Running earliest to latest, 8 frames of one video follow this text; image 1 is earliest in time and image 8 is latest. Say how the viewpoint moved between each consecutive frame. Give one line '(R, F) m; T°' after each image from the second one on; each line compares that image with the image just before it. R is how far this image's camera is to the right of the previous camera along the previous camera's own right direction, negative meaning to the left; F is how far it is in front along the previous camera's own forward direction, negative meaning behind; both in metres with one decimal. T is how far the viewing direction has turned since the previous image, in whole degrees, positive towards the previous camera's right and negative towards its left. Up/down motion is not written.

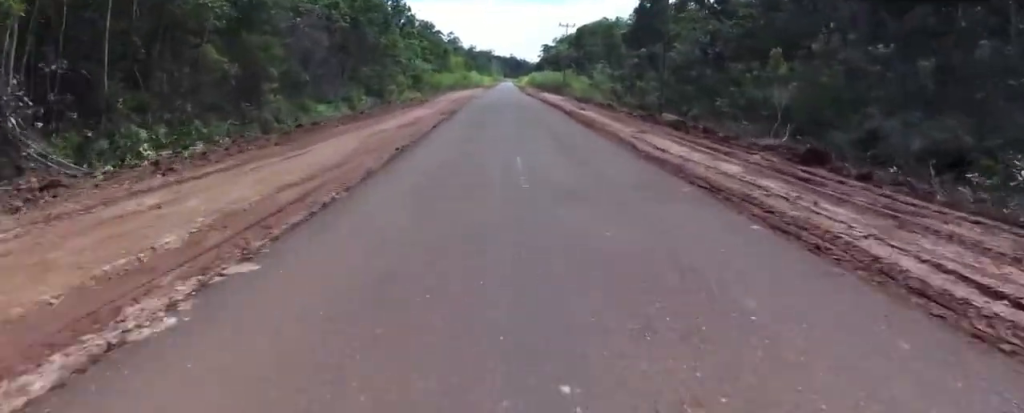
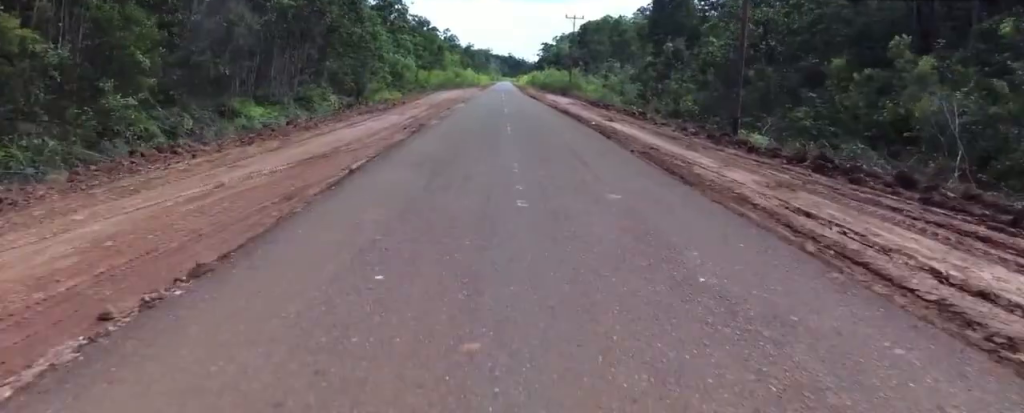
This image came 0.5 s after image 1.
(+0.1, +9.7) m; -2°
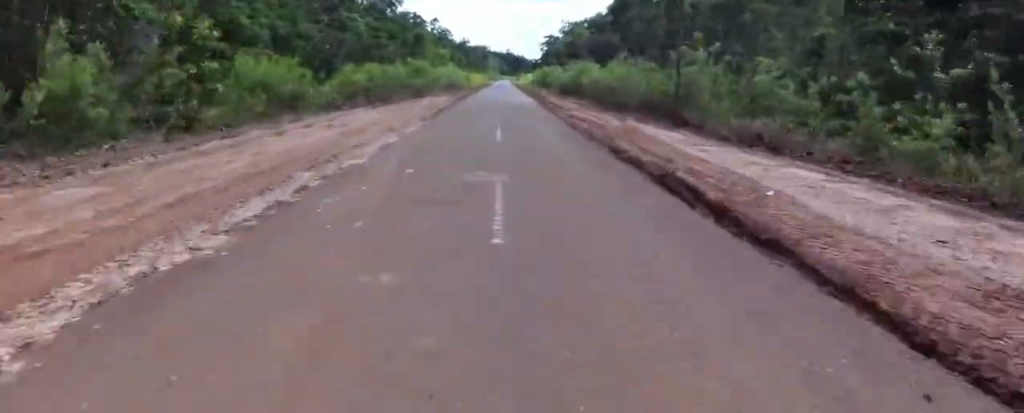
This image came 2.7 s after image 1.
(-2.5, +40.7) m; -2°
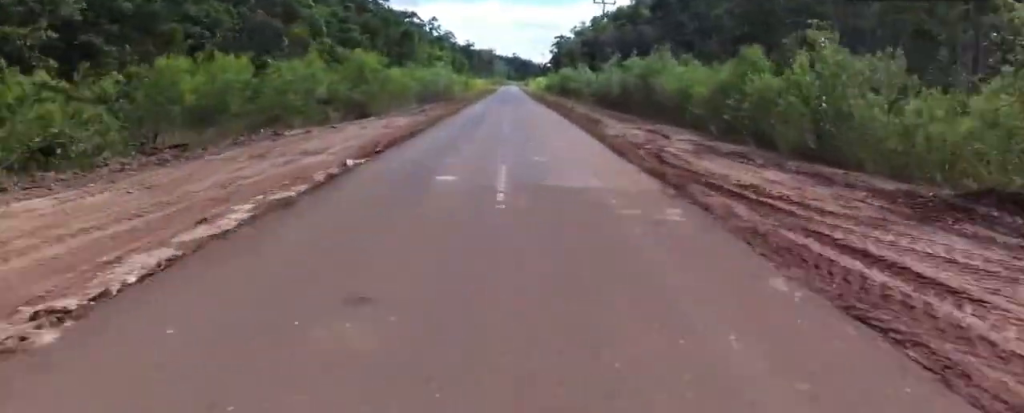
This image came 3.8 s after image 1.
(+0.7, +23.4) m; +2°
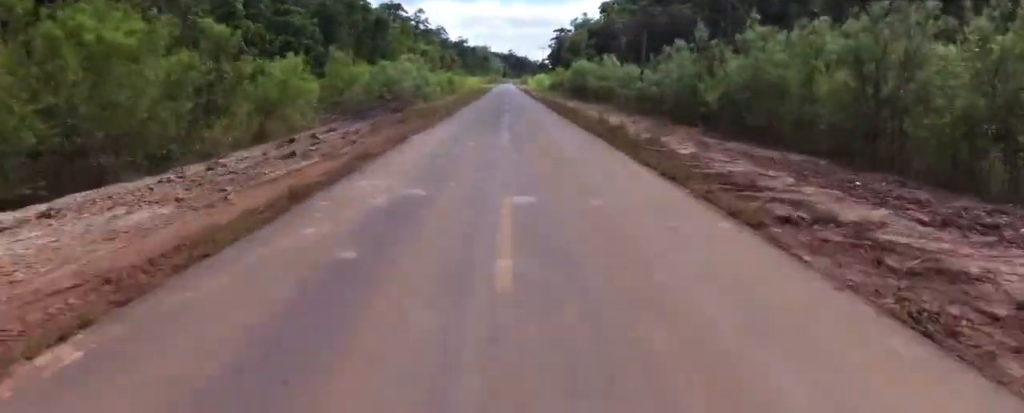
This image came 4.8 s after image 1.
(+0.1, +18.7) m; +1°
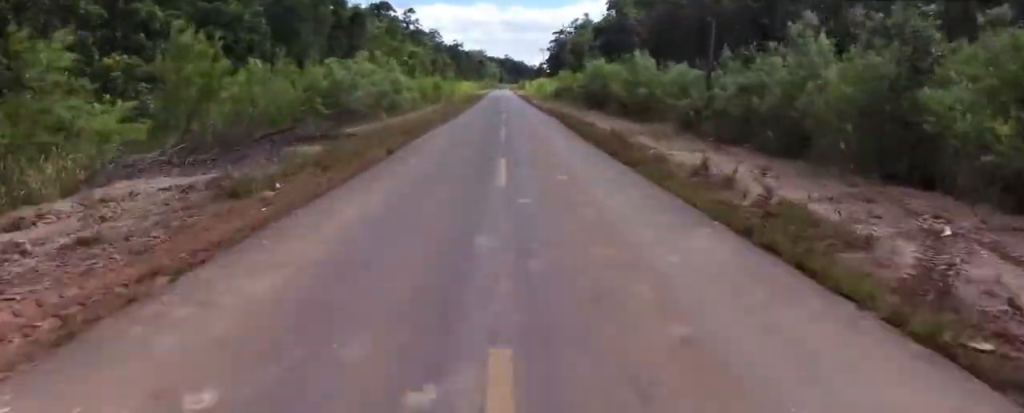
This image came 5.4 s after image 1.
(0.0, +12.1) m; -1°
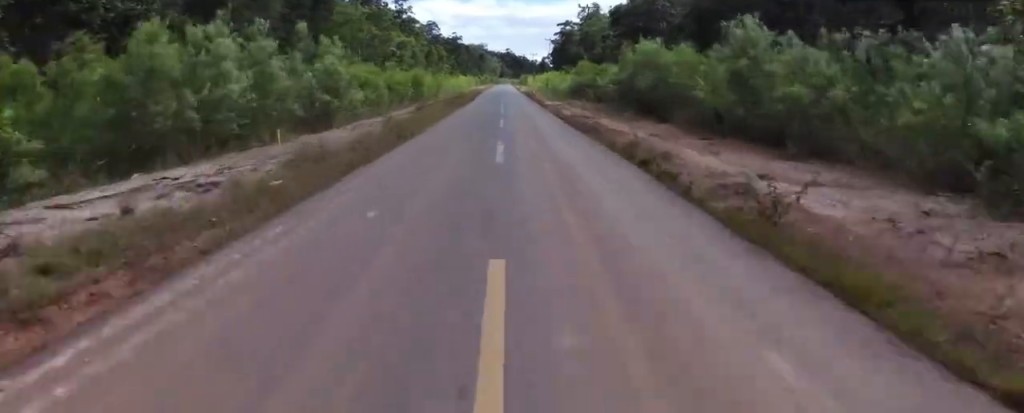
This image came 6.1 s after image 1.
(+0.3, +14.9) m; -4°
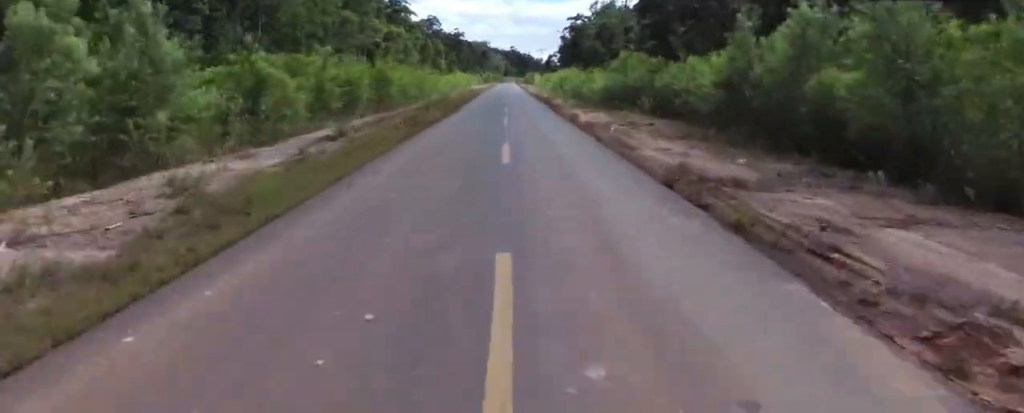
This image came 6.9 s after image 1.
(-1.3, +16.4) m; +2°
